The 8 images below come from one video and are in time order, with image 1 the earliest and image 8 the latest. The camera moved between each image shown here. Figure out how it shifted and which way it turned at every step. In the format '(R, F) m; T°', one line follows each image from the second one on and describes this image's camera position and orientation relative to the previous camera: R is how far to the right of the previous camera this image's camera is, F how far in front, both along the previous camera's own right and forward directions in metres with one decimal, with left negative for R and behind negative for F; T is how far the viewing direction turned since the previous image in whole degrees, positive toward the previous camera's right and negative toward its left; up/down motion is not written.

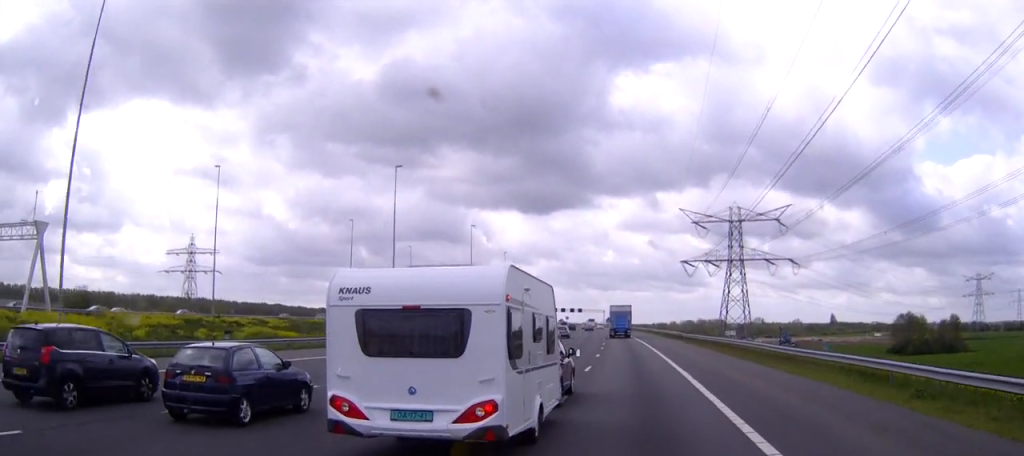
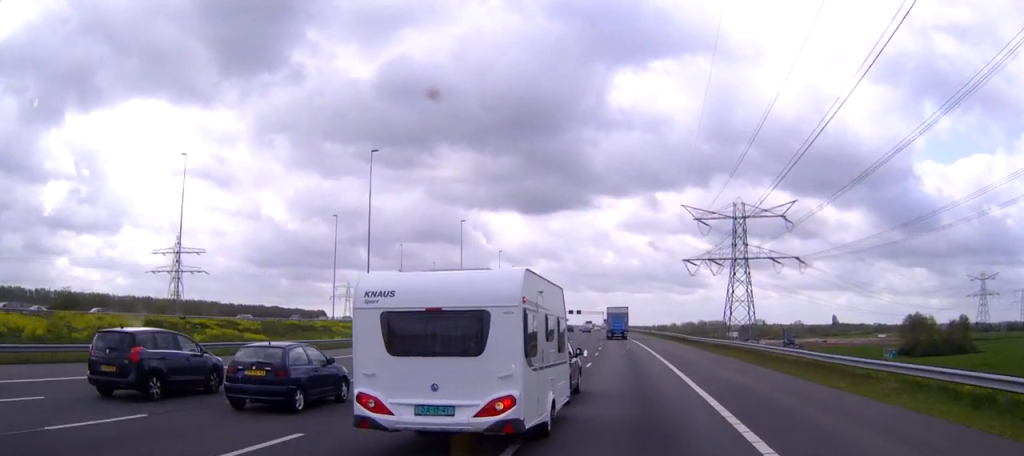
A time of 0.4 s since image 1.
(0.0, +8.2) m; 0°
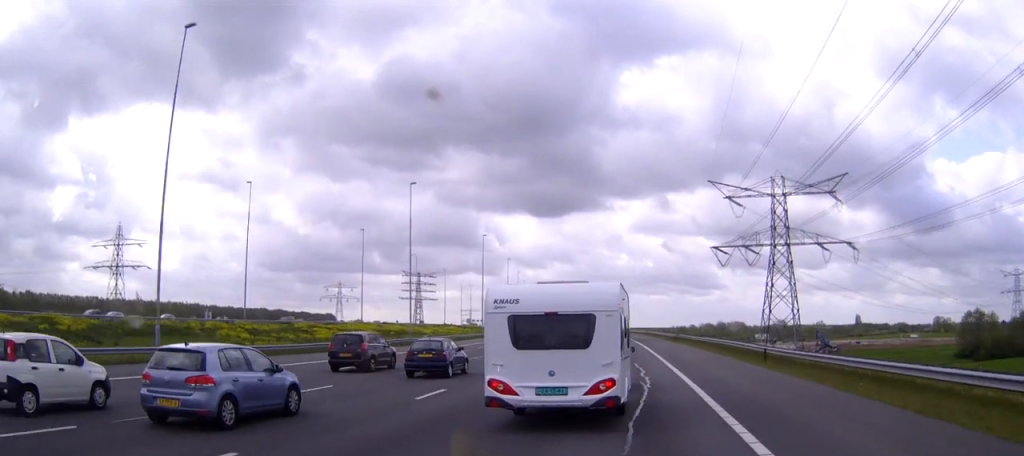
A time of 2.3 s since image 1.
(-0.3, +38.2) m; -1°
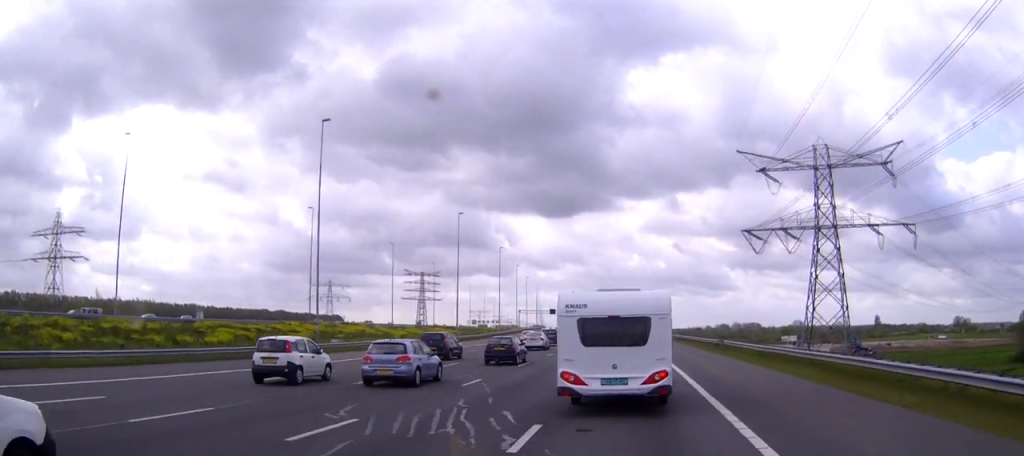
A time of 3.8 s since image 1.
(-0.3, +31.2) m; -1°
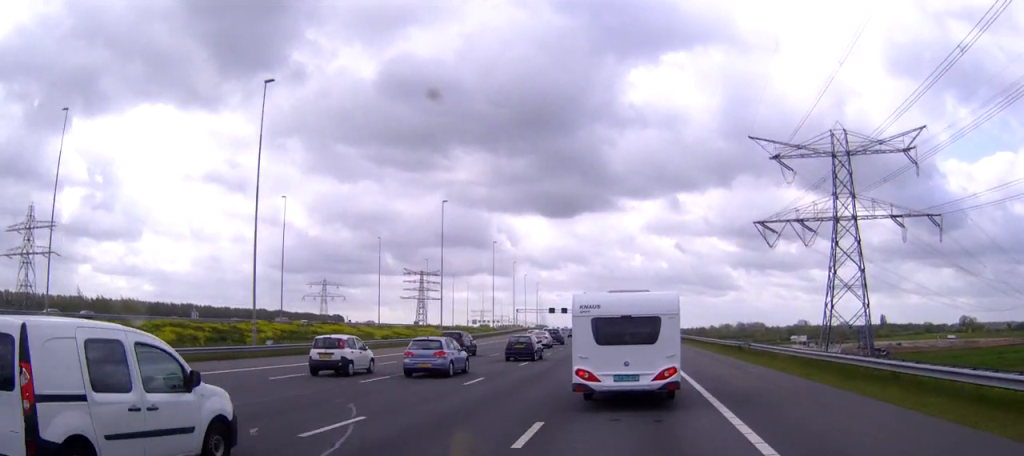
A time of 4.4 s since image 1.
(0.0, +11.5) m; 0°
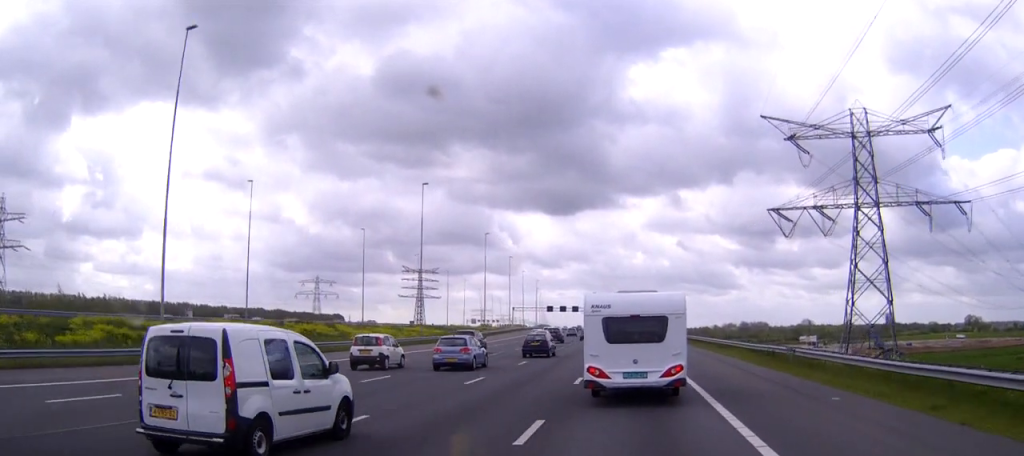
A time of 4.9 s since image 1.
(0.0, +11.5) m; 0°
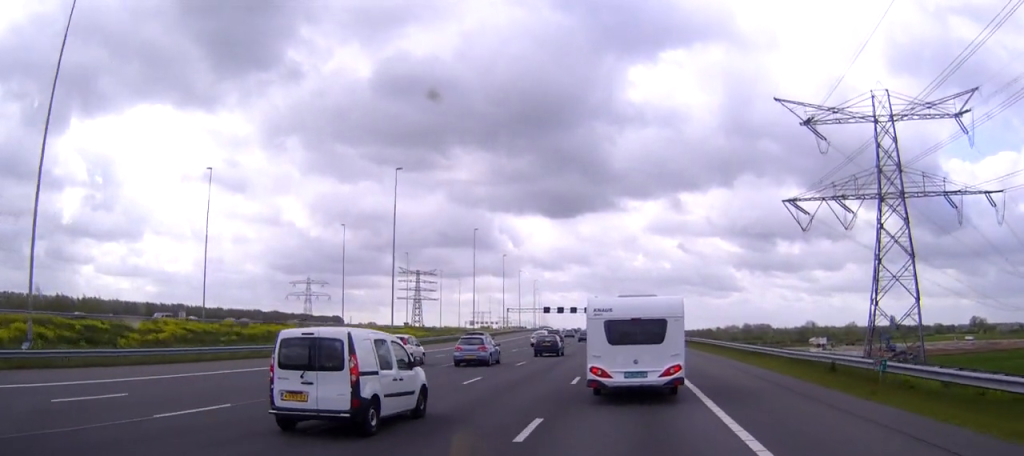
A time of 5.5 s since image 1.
(0.0, +11.5) m; 0°
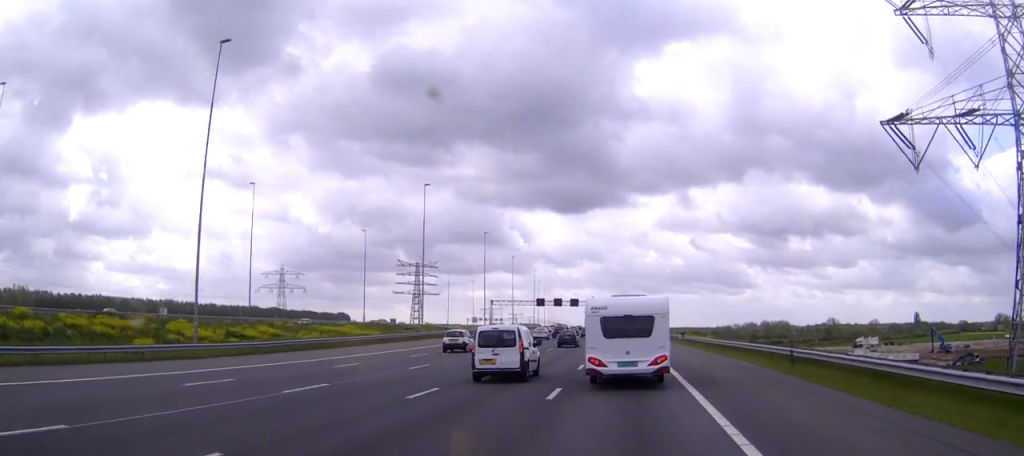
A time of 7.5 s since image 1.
(-0.3, +41.7) m; -1°
